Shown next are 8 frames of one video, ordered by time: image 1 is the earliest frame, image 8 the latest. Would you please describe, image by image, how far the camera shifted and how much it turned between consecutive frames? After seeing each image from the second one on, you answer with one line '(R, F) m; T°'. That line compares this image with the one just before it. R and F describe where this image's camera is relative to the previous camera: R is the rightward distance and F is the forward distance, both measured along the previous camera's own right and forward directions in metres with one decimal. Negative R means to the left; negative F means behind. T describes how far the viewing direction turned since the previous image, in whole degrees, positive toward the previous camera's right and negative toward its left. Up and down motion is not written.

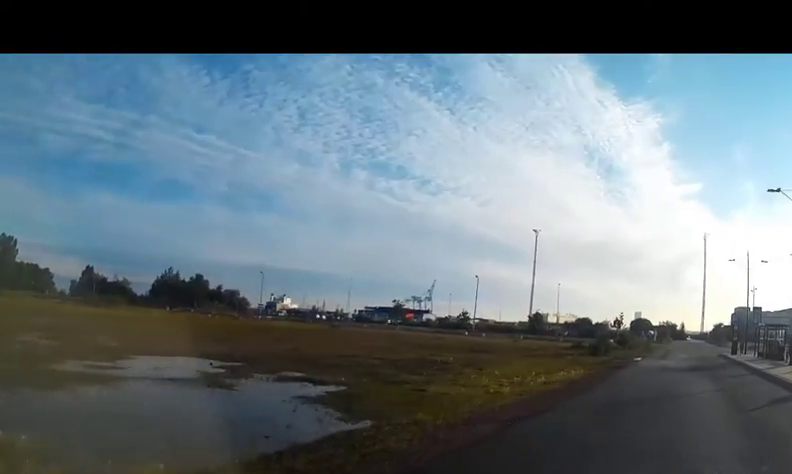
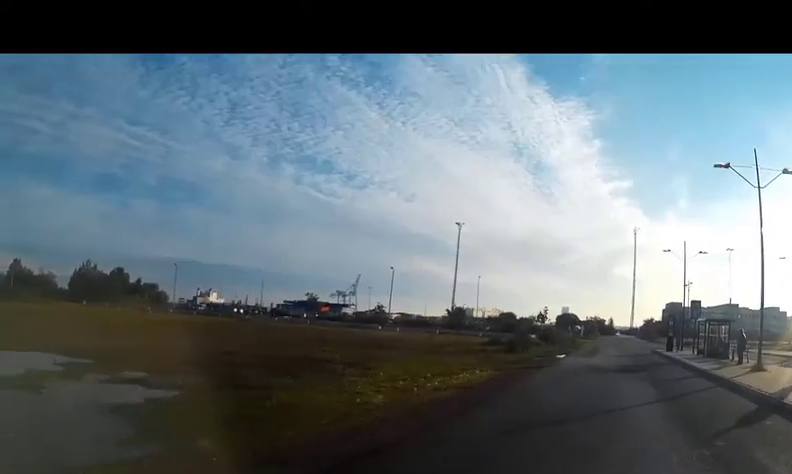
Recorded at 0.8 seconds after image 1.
(+0.3, +4.1) m; +14°
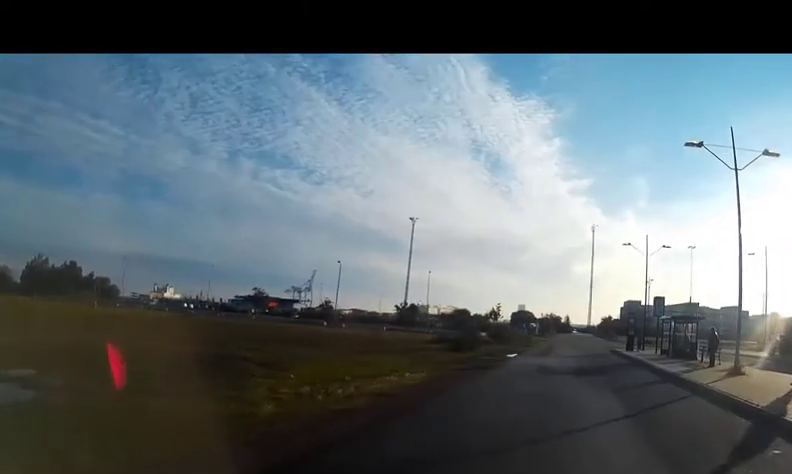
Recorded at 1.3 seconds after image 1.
(+0.6, +2.8) m; +7°
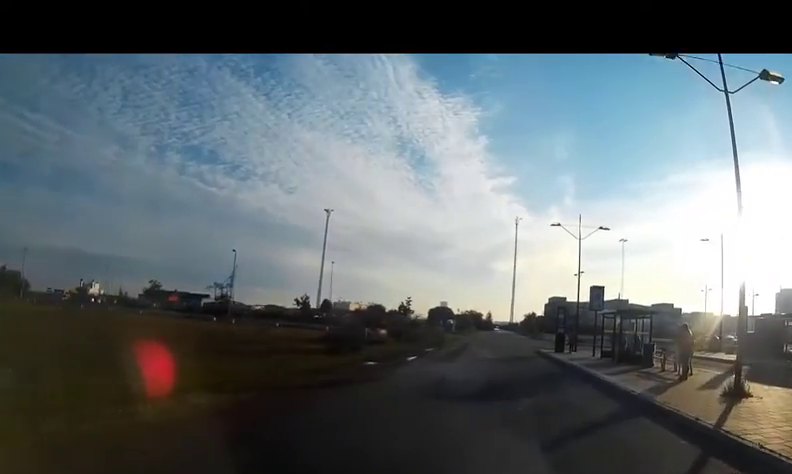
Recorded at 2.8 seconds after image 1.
(+0.8, +7.4) m; +7°
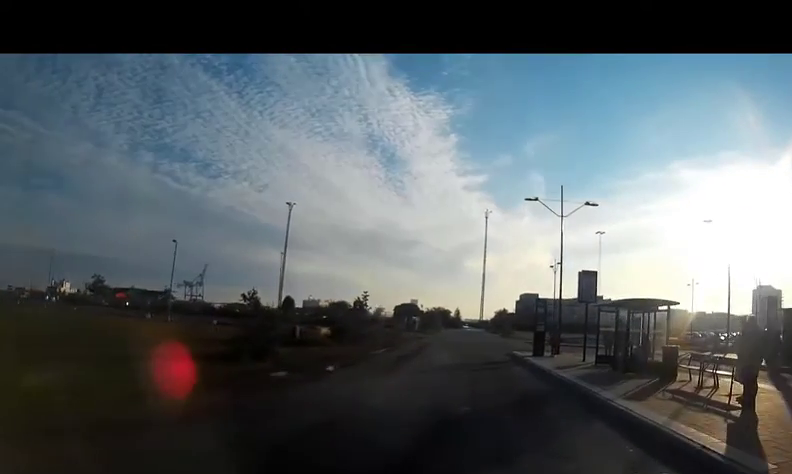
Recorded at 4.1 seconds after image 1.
(0.0, +6.8) m; +2°
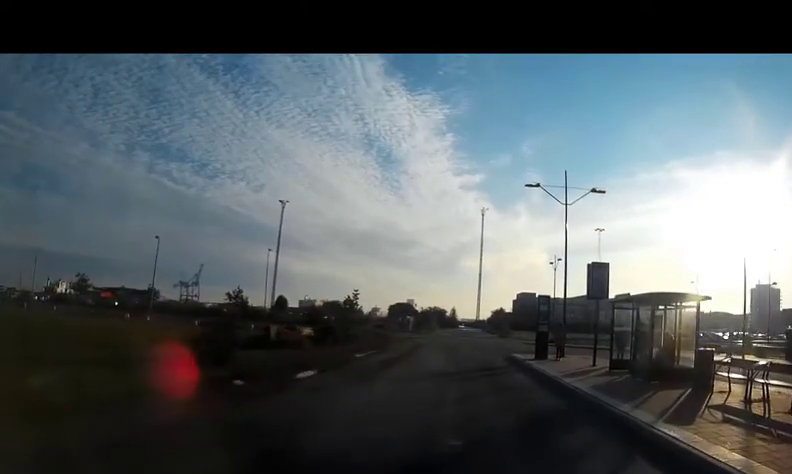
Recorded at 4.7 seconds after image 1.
(-0.1, +2.7) m; +2°
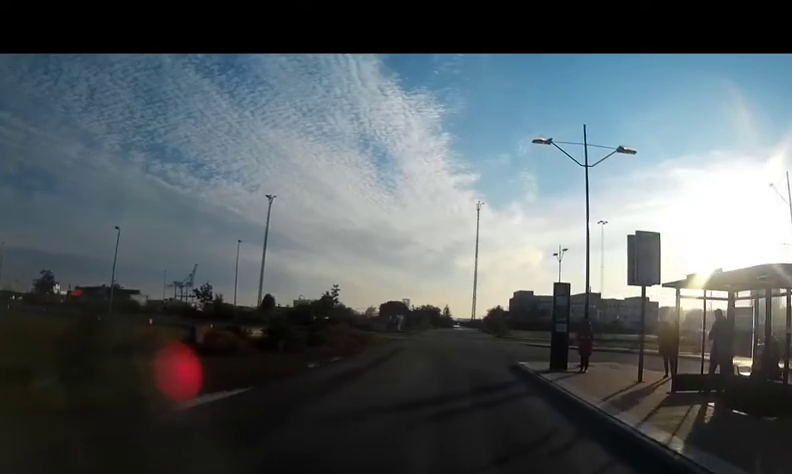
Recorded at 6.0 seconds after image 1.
(+0.2, +6.1) m; -6°
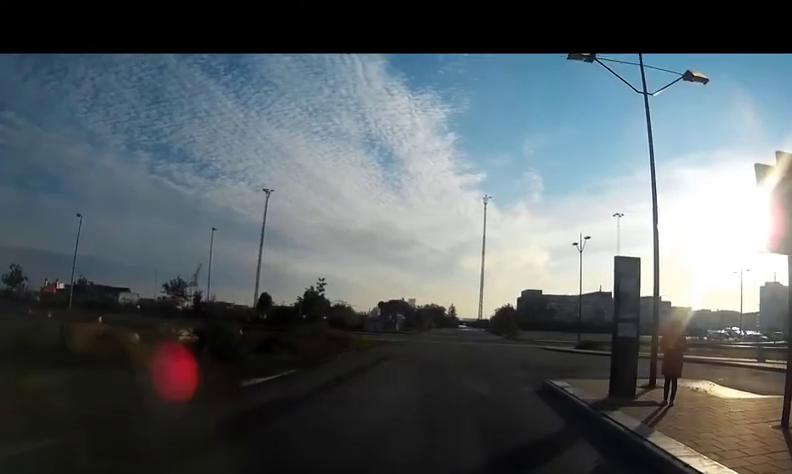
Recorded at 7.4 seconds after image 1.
(-0.7, +6.5) m; -8°
